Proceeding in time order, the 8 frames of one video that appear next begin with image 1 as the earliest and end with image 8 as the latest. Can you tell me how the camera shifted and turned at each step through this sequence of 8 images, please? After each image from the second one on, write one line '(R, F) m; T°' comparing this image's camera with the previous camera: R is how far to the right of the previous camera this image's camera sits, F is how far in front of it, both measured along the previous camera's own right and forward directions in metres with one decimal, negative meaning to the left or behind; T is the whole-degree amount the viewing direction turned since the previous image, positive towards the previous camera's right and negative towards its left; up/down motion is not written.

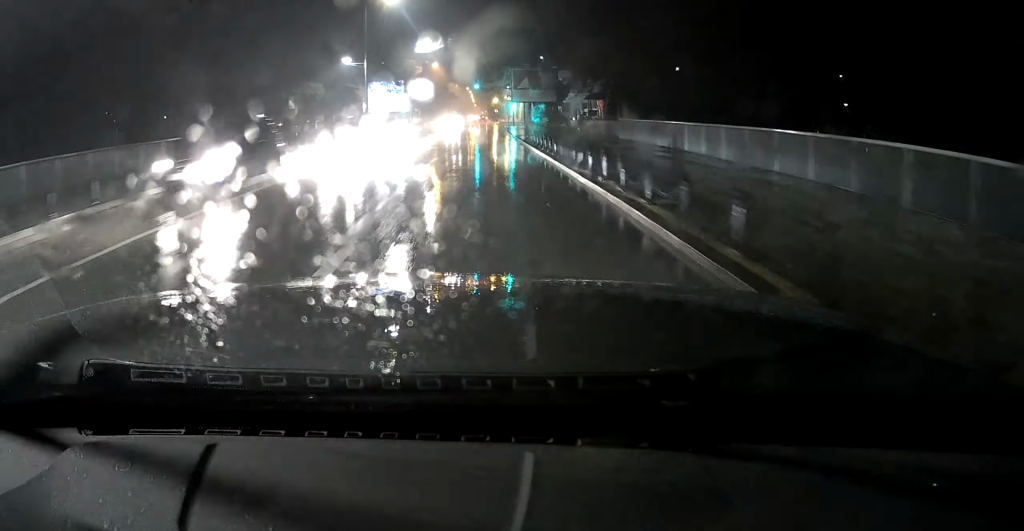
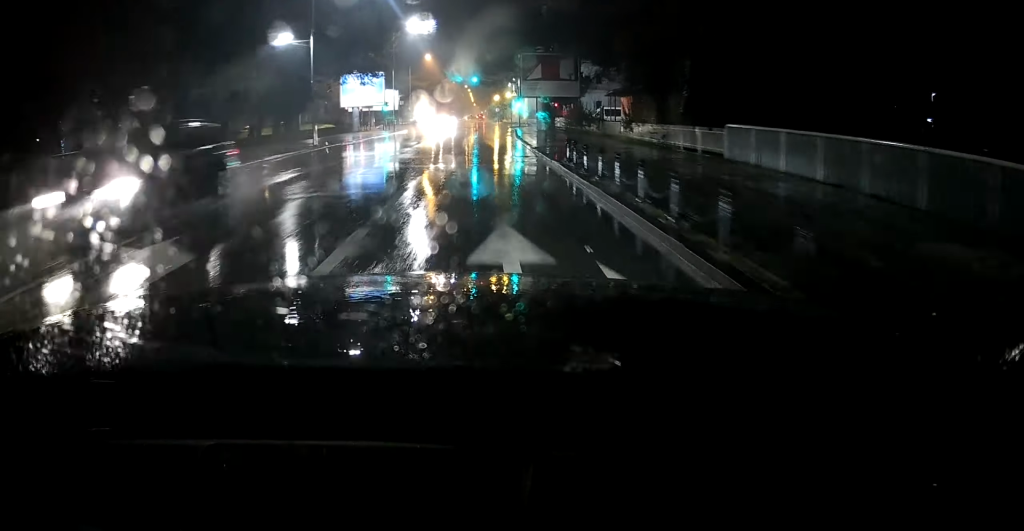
(0.0, +14.2) m; 0°
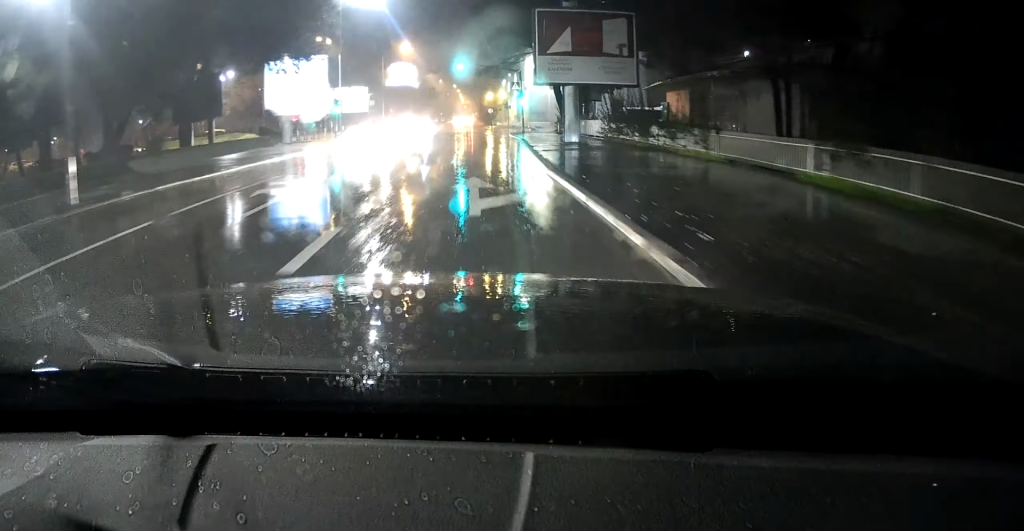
(+0.1, +19.3) m; 0°
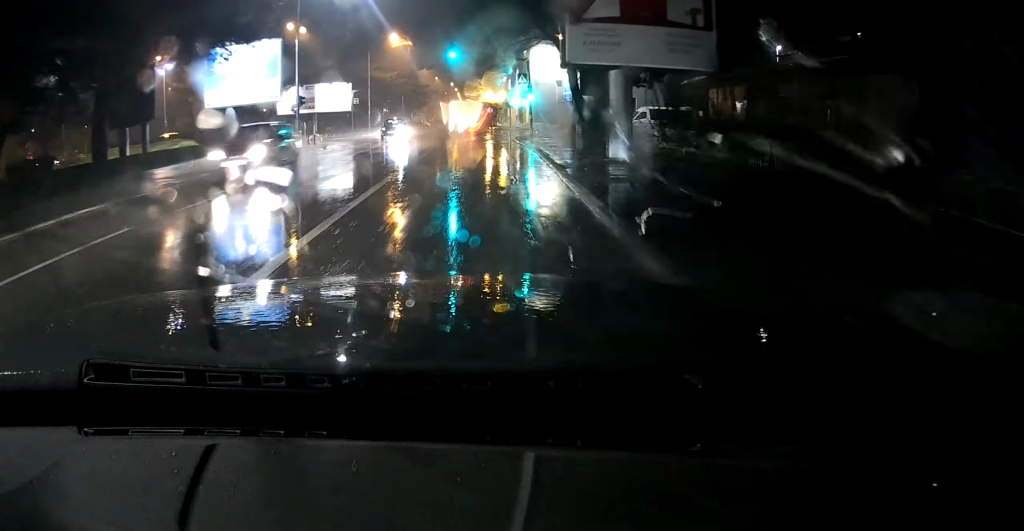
(-0.1, +9.5) m; 0°
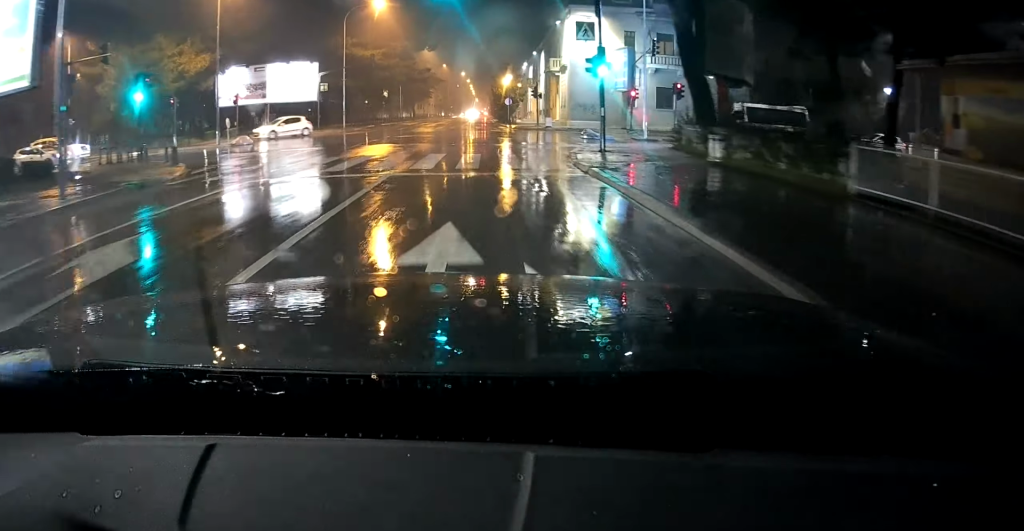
(+0.2, +19.9) m; +1°
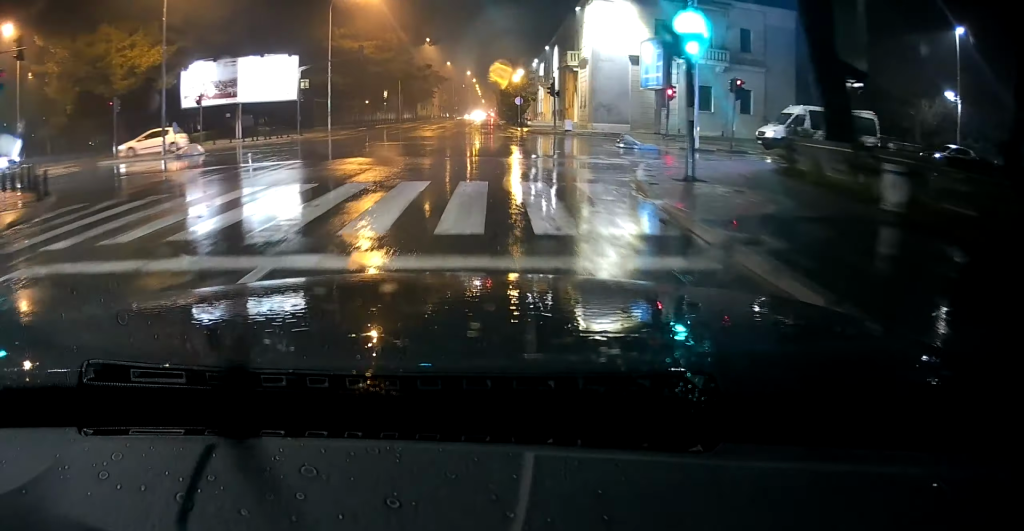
(+0.1, +7.0) m; +3°
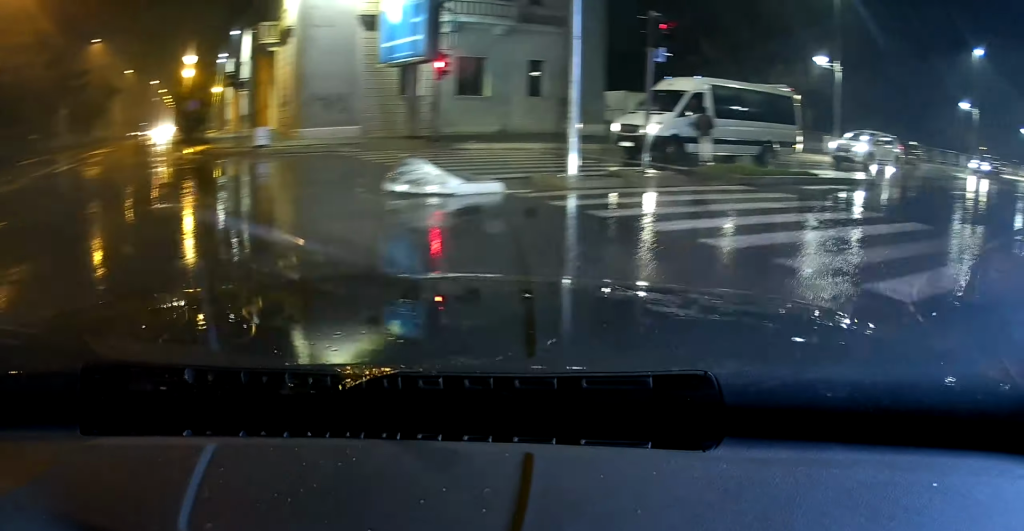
(+1.5, +19.3) m; +37°
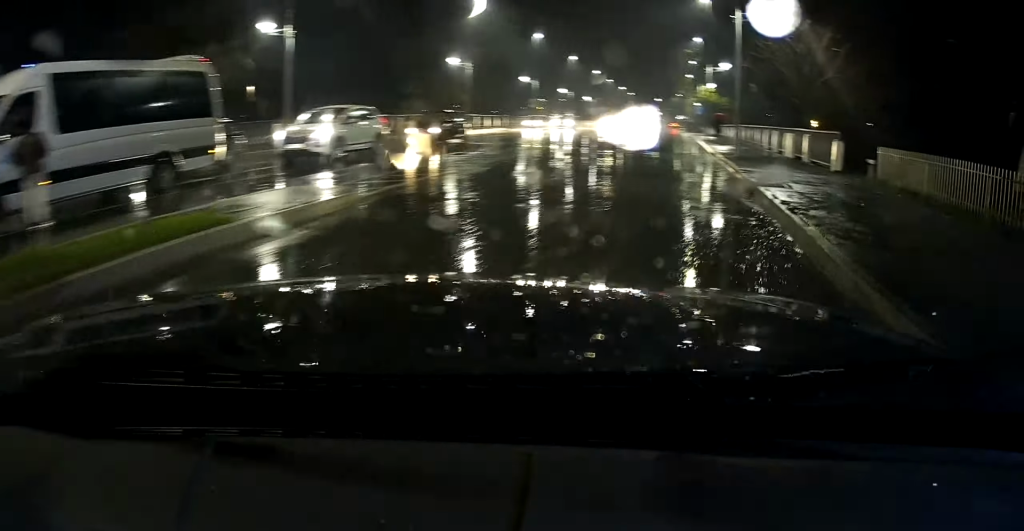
(+5.7, +9.6) m; +40°
